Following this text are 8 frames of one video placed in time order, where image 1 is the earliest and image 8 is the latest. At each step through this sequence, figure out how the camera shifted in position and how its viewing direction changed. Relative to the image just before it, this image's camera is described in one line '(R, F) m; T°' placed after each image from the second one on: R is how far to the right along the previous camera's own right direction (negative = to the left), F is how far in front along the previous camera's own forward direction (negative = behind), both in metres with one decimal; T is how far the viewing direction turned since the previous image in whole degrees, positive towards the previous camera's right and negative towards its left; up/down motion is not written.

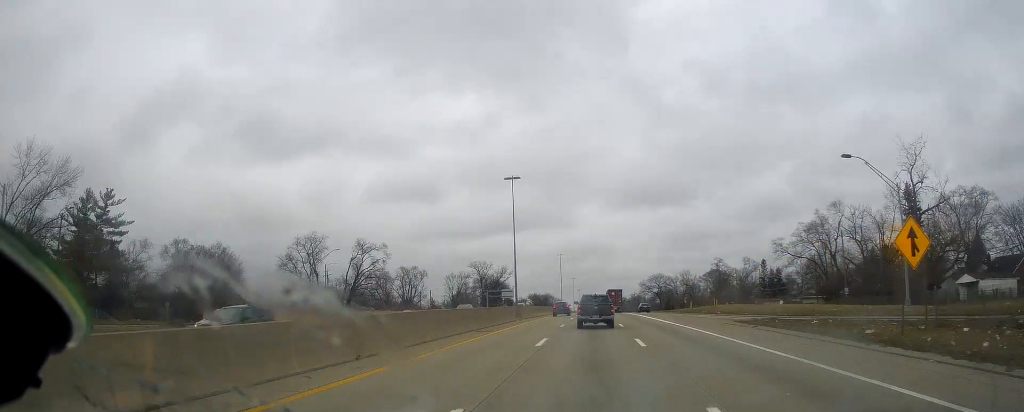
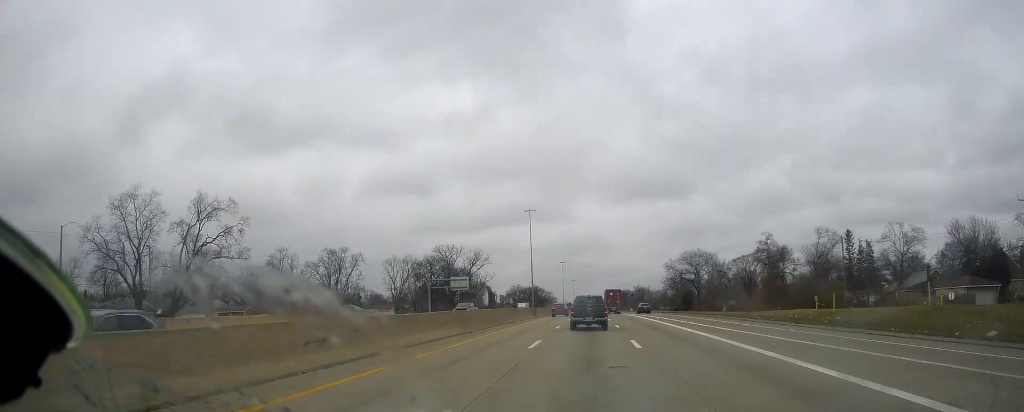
(+0.5, +61.6) m; +1°
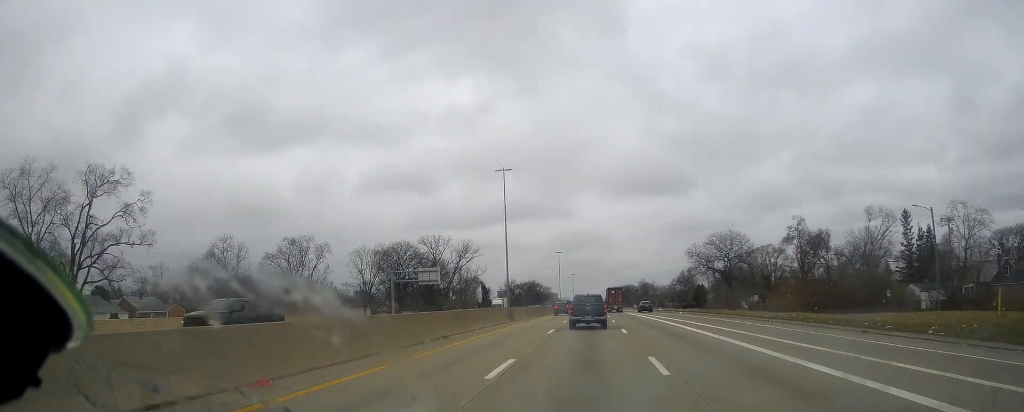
(+0.2, +22.6) m; 0°
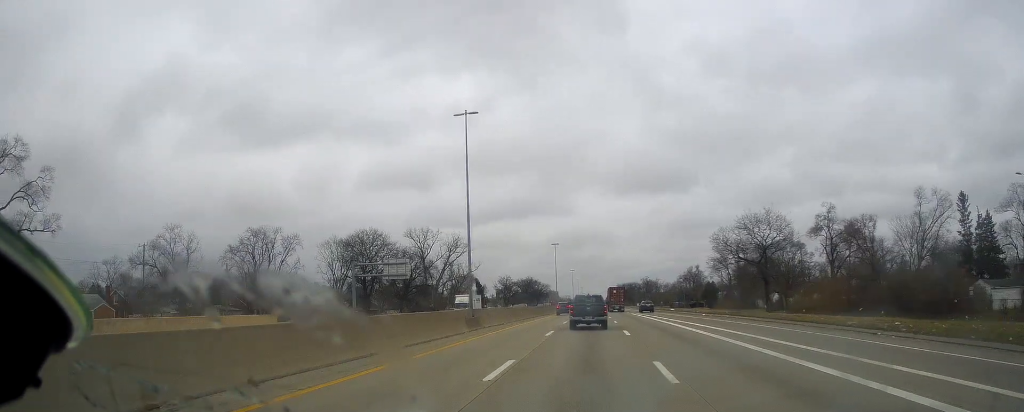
(-0.2, +16.4) m; 0°
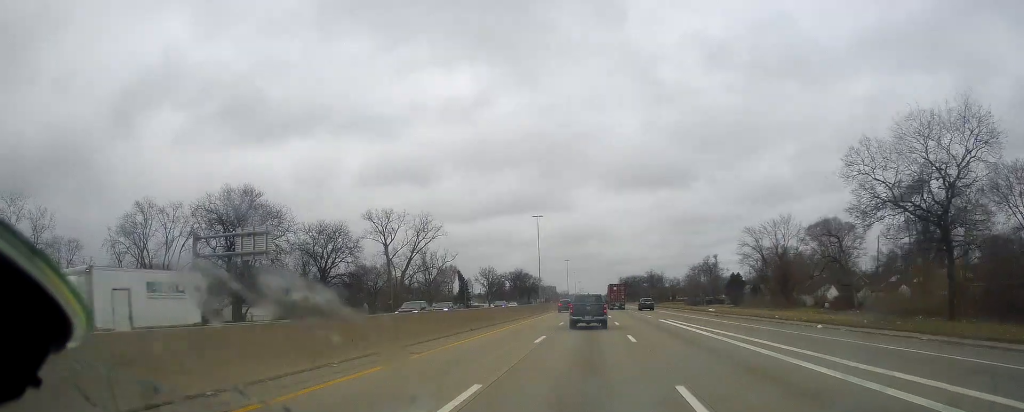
(+0.3, +34.9) m; -1°
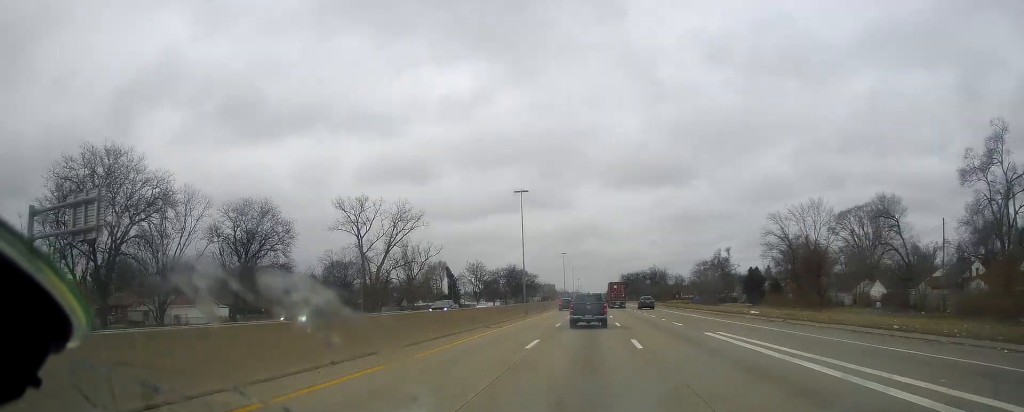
(-0.4, +18.5) m; -1°
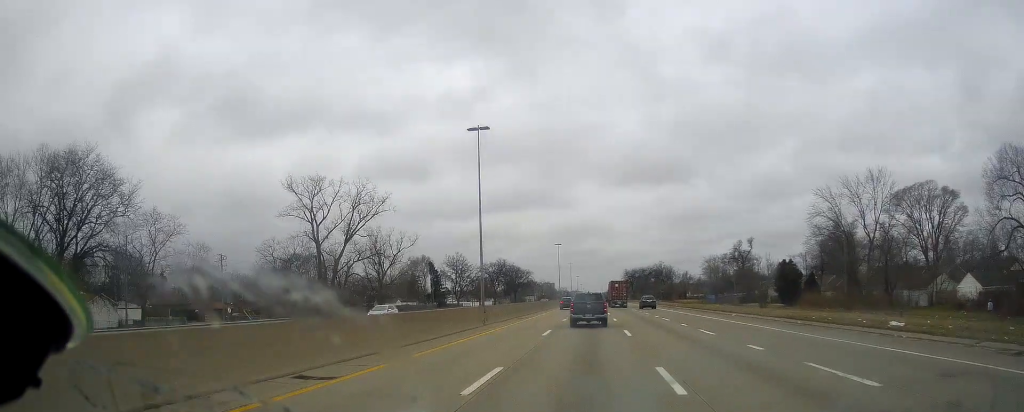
(-0.3, +24.8) m; 0°
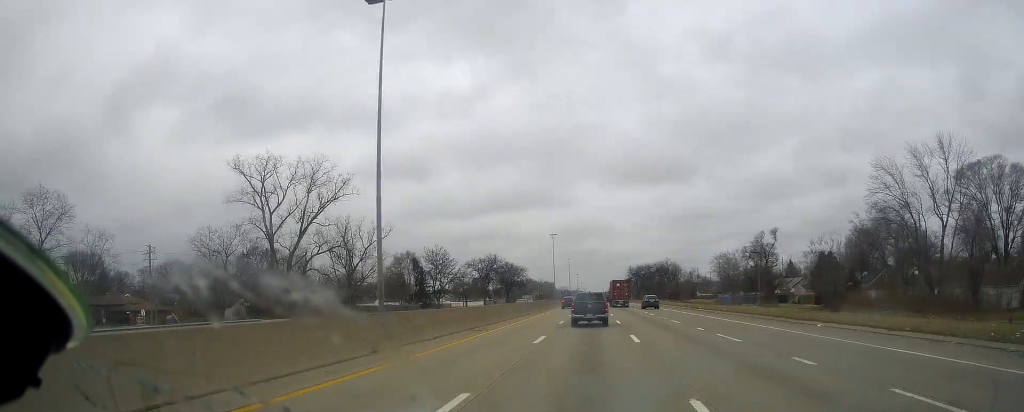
(-0.2, +19.7) m; +1°
